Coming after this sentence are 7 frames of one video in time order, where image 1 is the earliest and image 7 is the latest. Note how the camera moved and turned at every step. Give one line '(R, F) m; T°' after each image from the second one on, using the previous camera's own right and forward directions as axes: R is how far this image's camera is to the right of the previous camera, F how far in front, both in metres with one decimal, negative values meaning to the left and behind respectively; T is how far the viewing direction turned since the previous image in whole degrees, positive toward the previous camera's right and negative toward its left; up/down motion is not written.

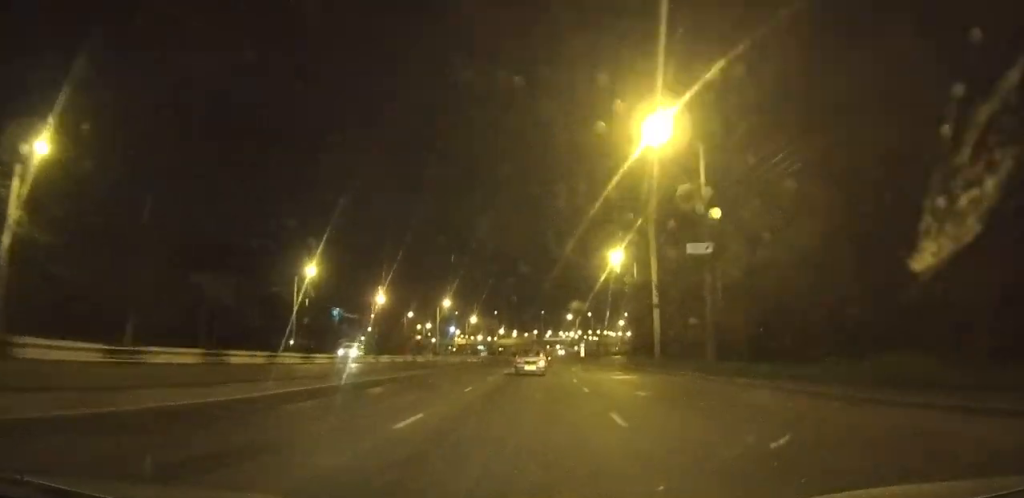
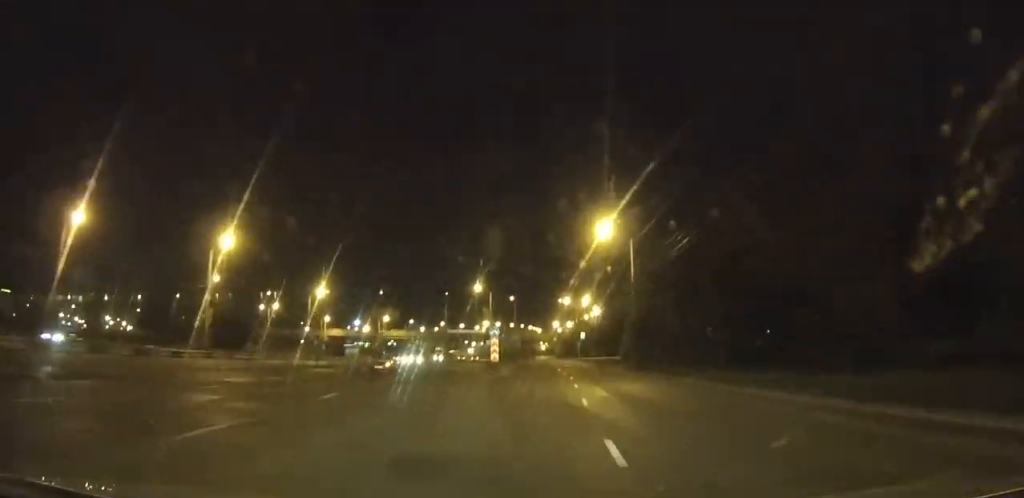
(+3.3, +67.0) m; +4°
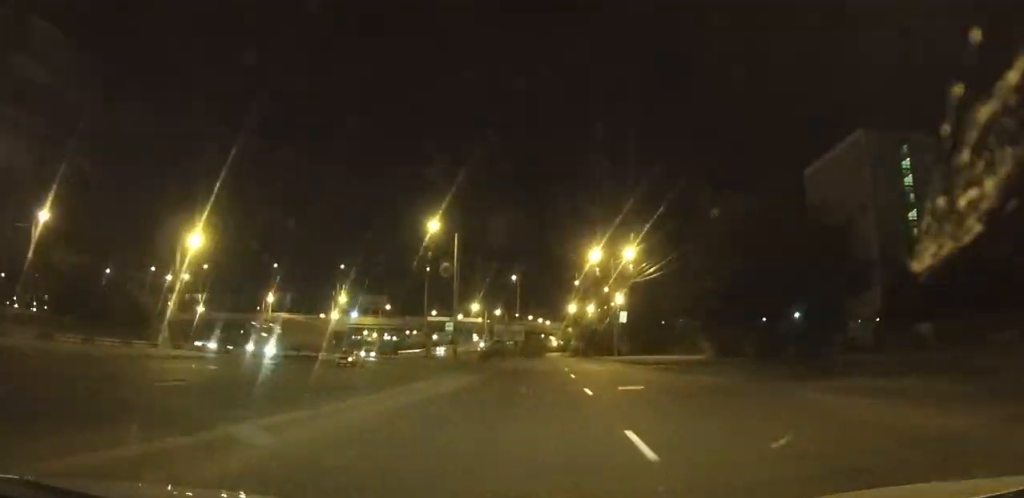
(0.0, +41.3) m; 0°
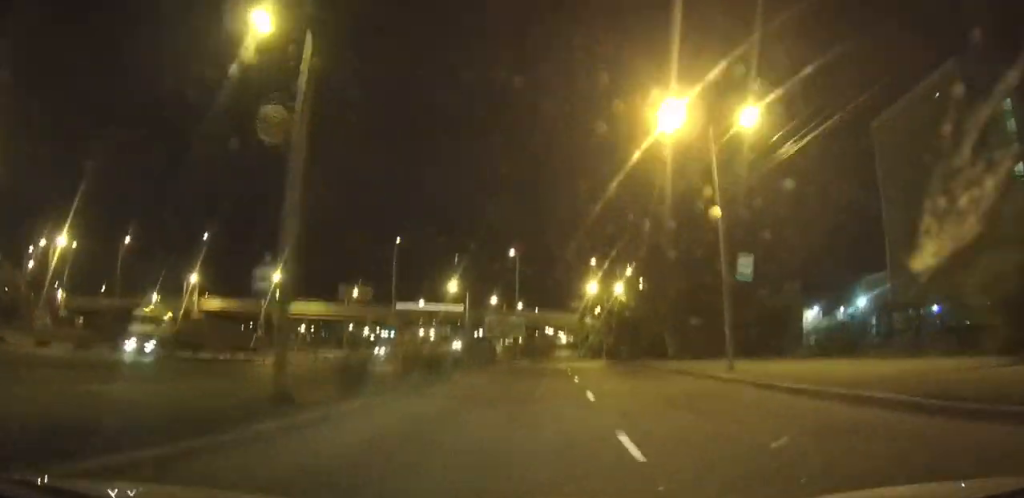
(-0.3, +30.8) m; 0°
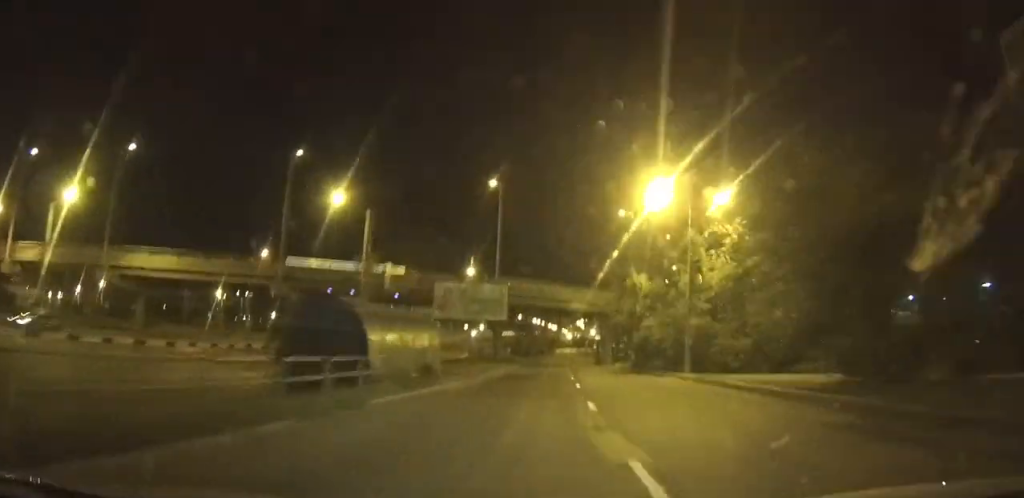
(0.0, +39.5) m; 0°
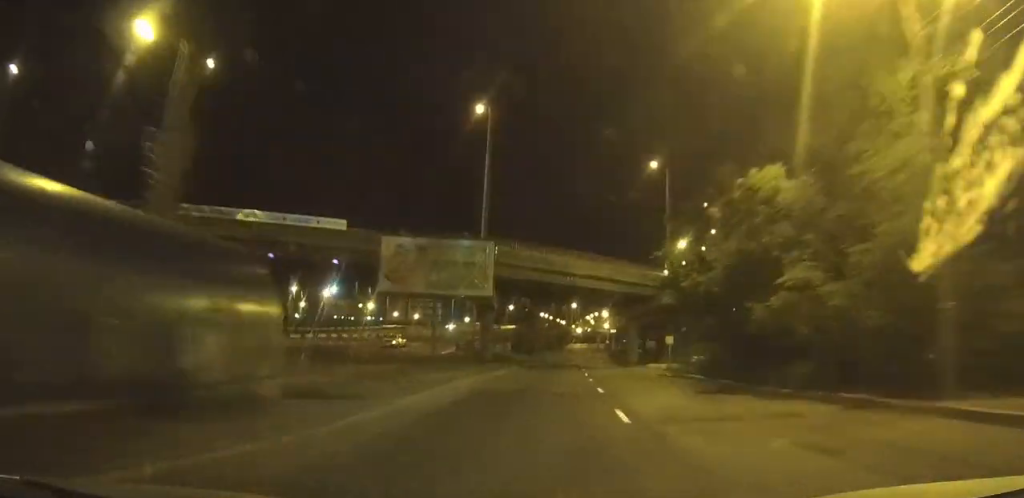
(+0.1, +19.1) m; +1°
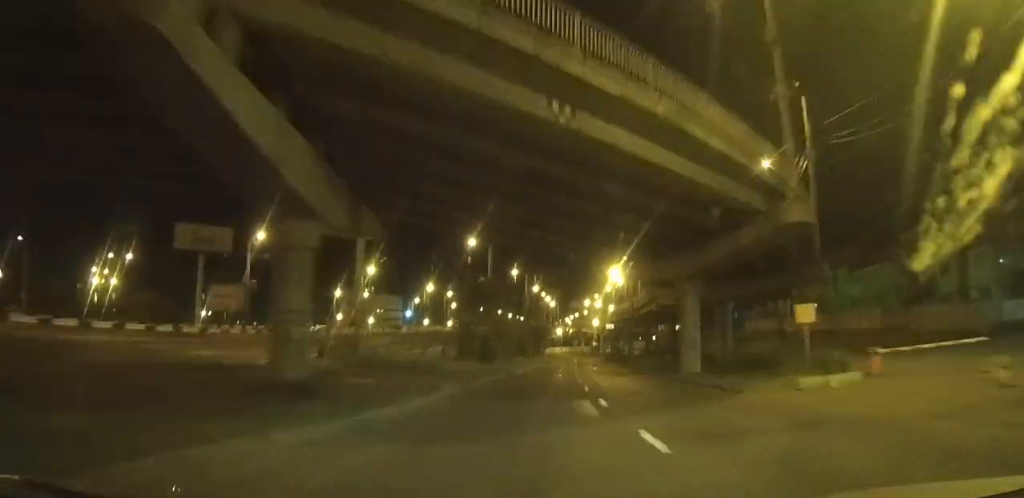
(0.0, +34.5) m; +1°
